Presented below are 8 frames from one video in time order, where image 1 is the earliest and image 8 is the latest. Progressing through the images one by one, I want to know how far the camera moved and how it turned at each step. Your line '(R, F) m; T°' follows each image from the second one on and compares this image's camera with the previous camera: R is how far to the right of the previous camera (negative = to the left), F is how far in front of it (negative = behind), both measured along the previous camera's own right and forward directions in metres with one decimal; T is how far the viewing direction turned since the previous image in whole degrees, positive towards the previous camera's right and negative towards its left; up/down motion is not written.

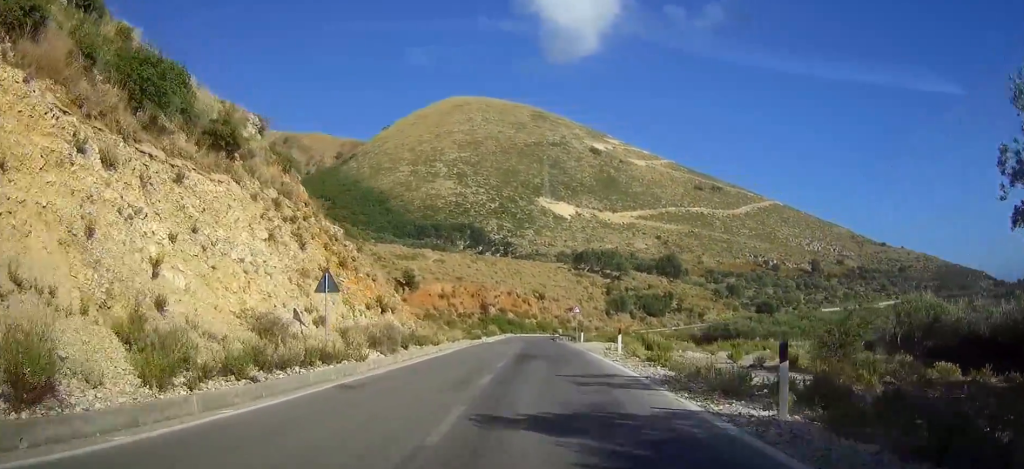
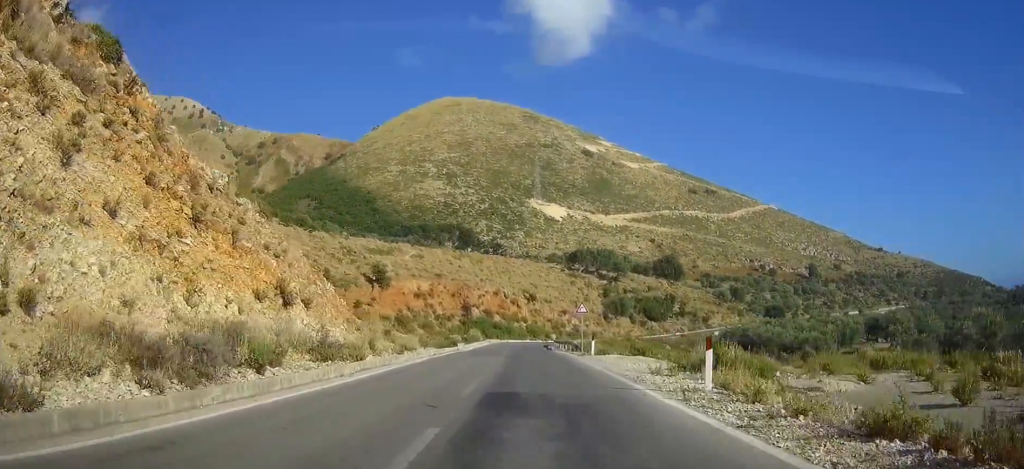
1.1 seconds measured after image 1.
(+0.3, +13.8) m; +3°
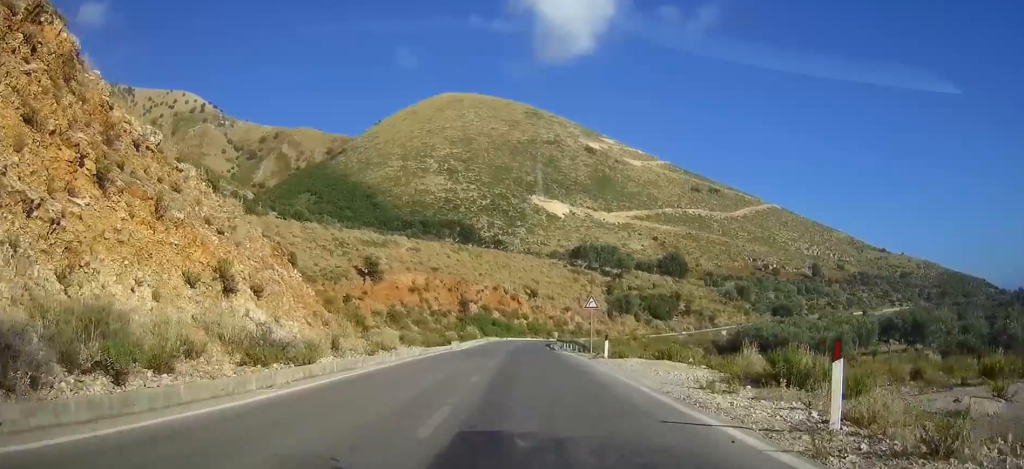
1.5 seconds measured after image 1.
(+0.1, +5.2) m; +1°
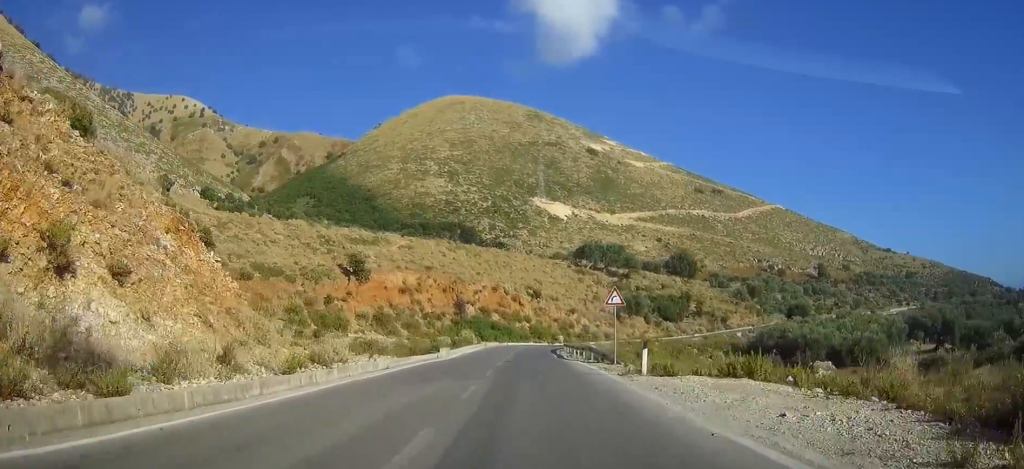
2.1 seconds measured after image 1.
(+0.1, +8.5) m; +3°
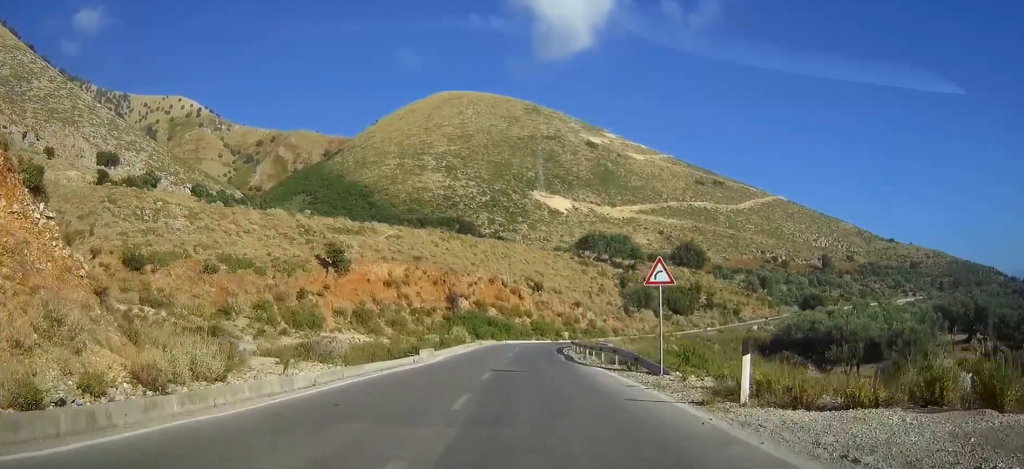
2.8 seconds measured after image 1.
(+0.3, +8.9) m; +3°
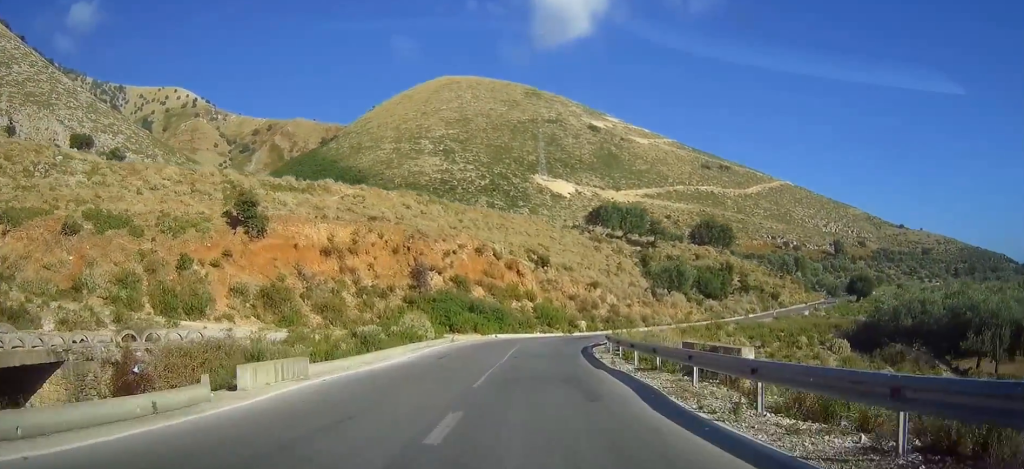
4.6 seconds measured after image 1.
(+1.8, +25.0) m; +6°
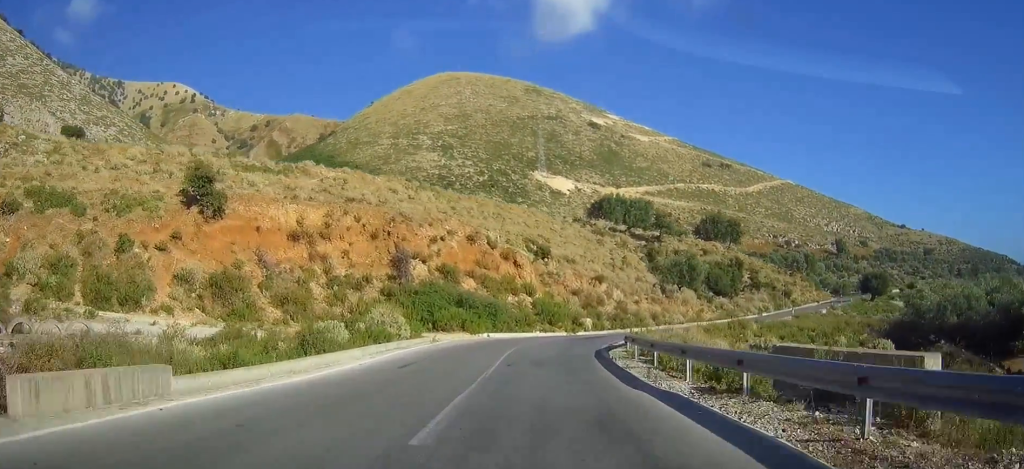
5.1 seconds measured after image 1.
(0.0, +7.7) m; 0°
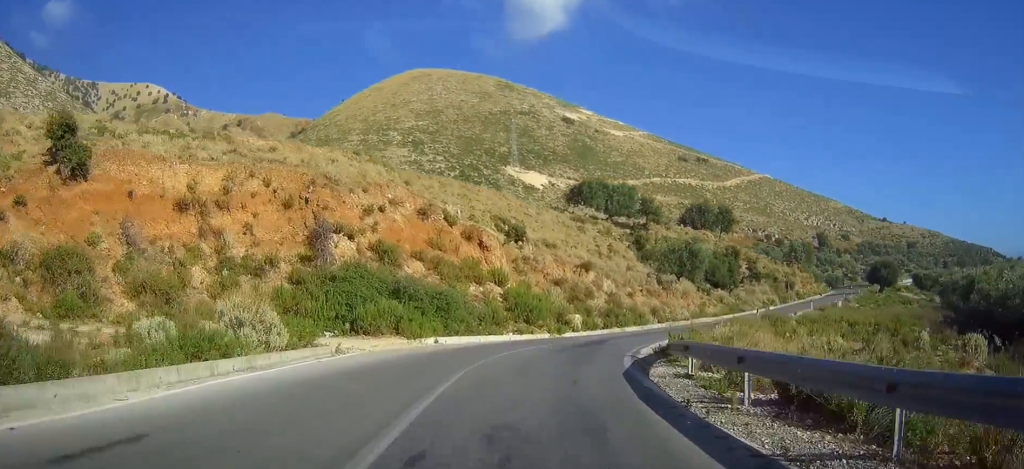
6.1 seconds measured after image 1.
(0.0, +13.9) m; 0°
